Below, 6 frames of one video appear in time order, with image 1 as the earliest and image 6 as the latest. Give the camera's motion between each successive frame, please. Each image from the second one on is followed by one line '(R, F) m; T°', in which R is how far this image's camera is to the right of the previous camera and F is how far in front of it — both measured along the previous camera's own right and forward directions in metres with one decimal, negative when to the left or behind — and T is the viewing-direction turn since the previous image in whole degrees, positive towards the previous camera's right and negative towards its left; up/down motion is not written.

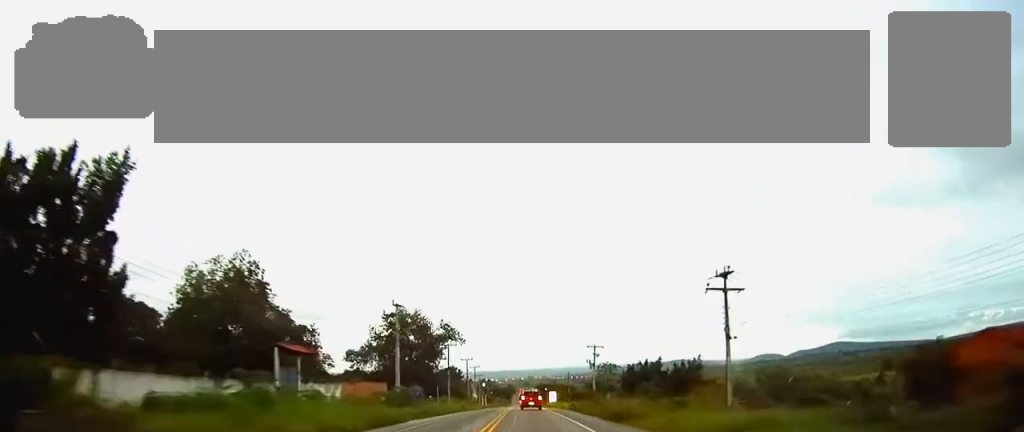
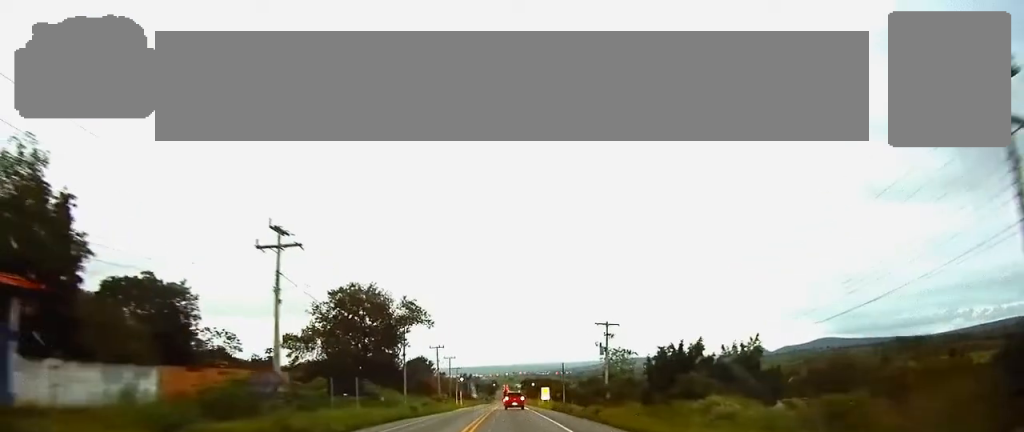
(+0.2, +27.4) m; +1°
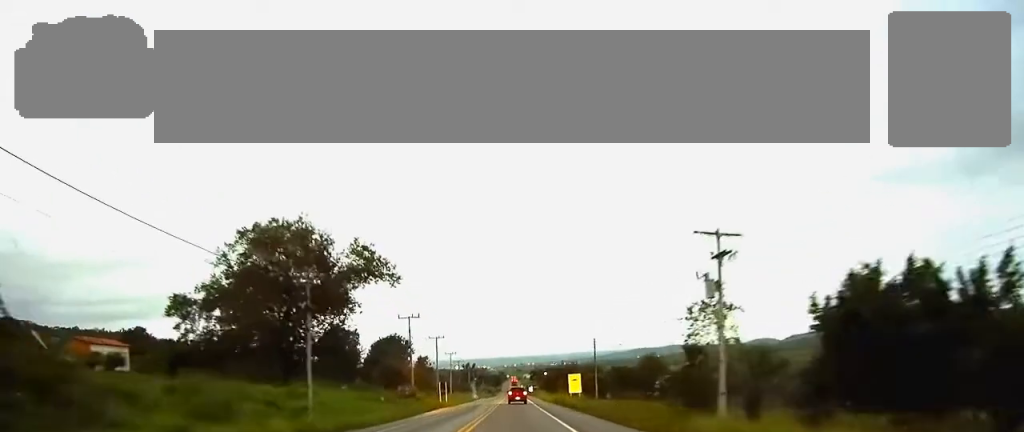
(-0.2, +37.0) m; -1°
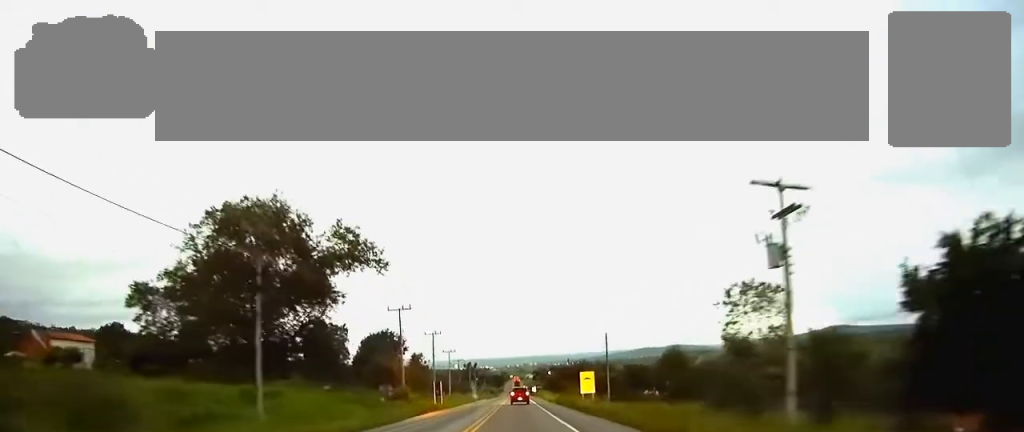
(-0.1, +8.1) m; 0°
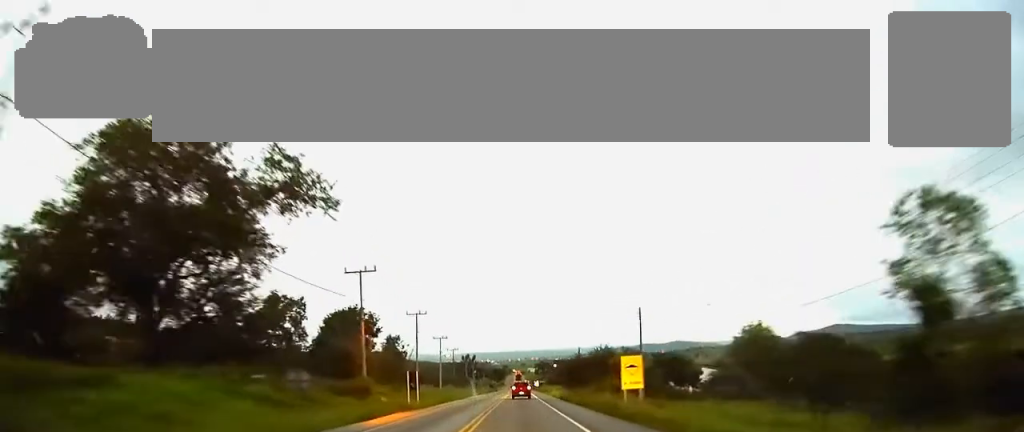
(0.0, +18.4) m; 0°
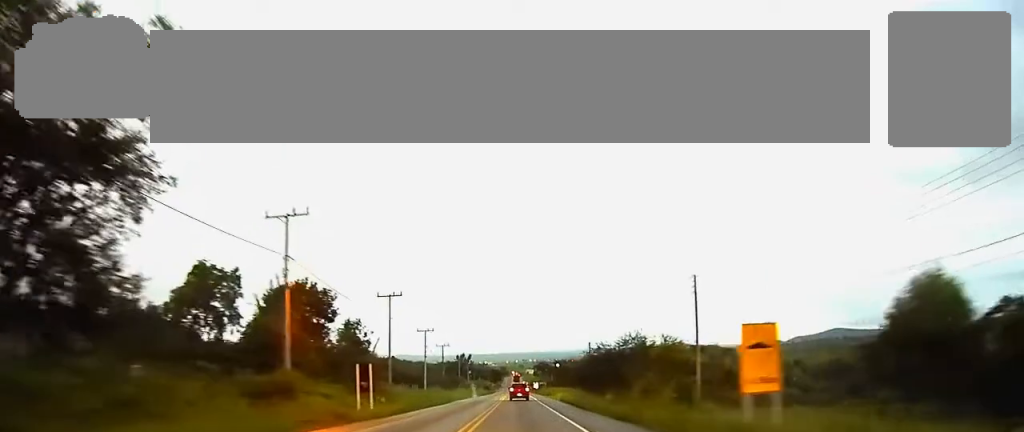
(+0.1, +16.9) m; 0°
